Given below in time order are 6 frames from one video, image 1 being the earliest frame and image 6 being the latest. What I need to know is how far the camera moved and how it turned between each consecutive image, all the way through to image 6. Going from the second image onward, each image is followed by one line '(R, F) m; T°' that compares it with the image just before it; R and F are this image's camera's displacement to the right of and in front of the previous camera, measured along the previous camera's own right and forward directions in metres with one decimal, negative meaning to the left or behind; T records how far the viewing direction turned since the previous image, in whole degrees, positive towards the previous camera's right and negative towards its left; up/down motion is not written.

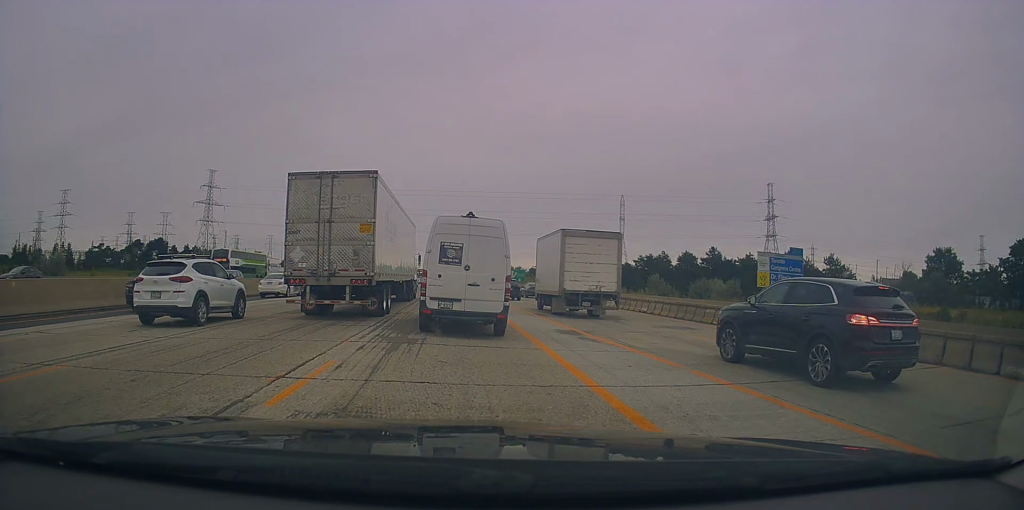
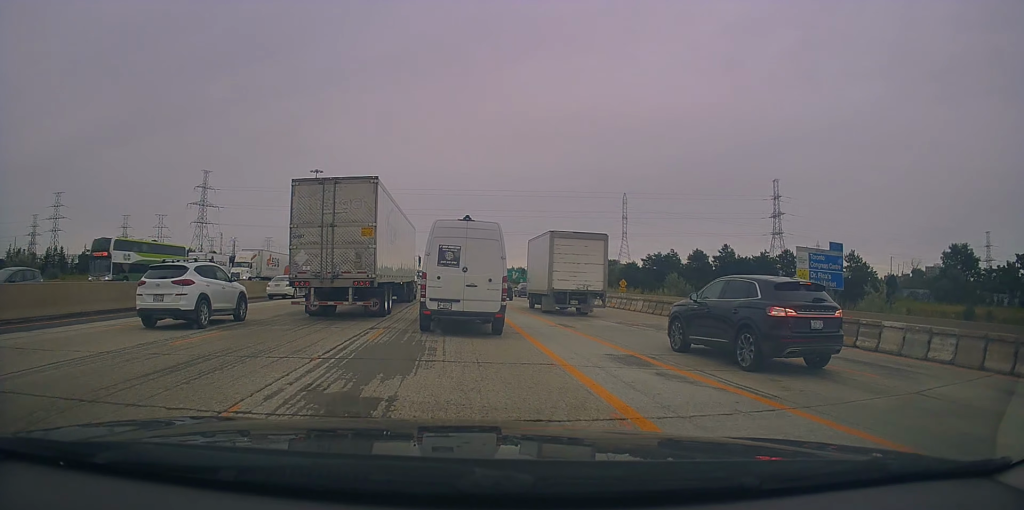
(-0.3, +5.7) m; -3°
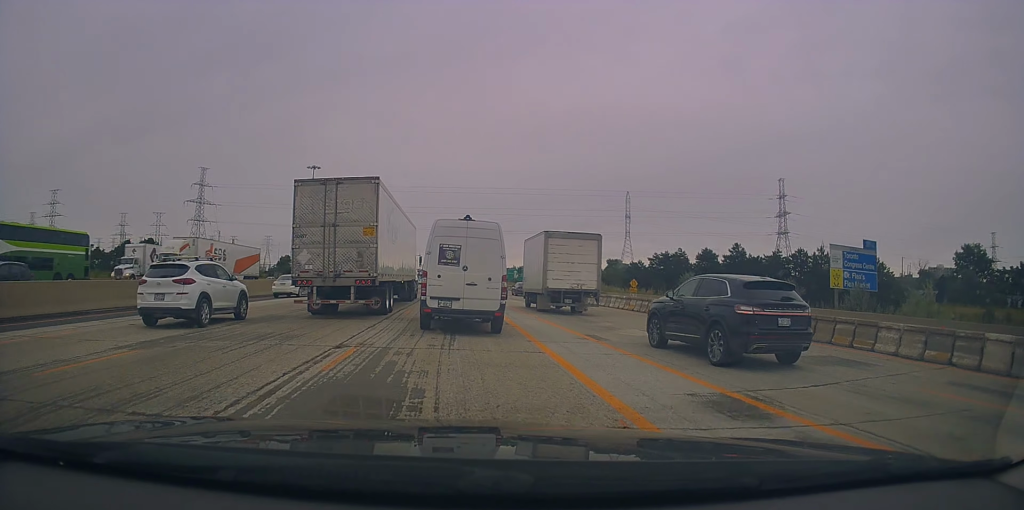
(0.0, +4.0) m; 0°
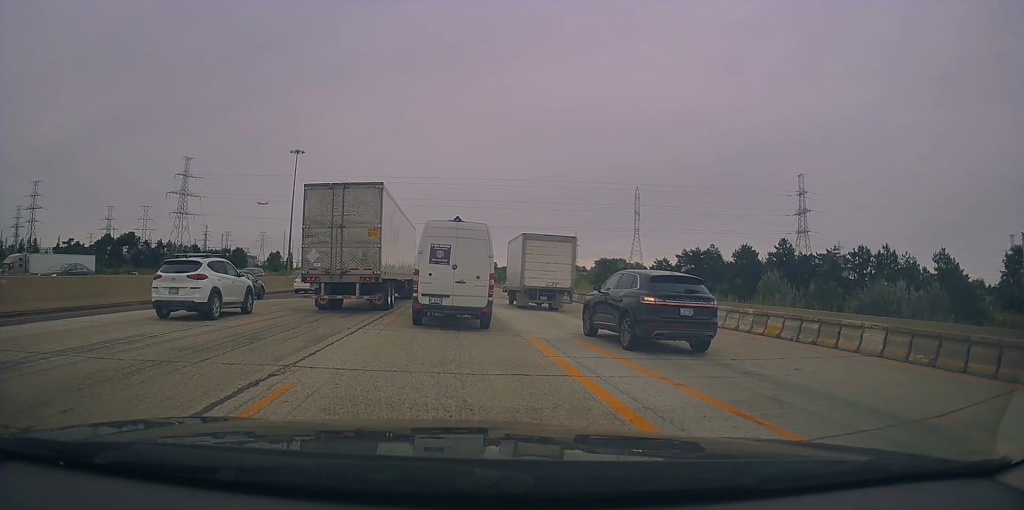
(+0.6, +16.5) m; +4°
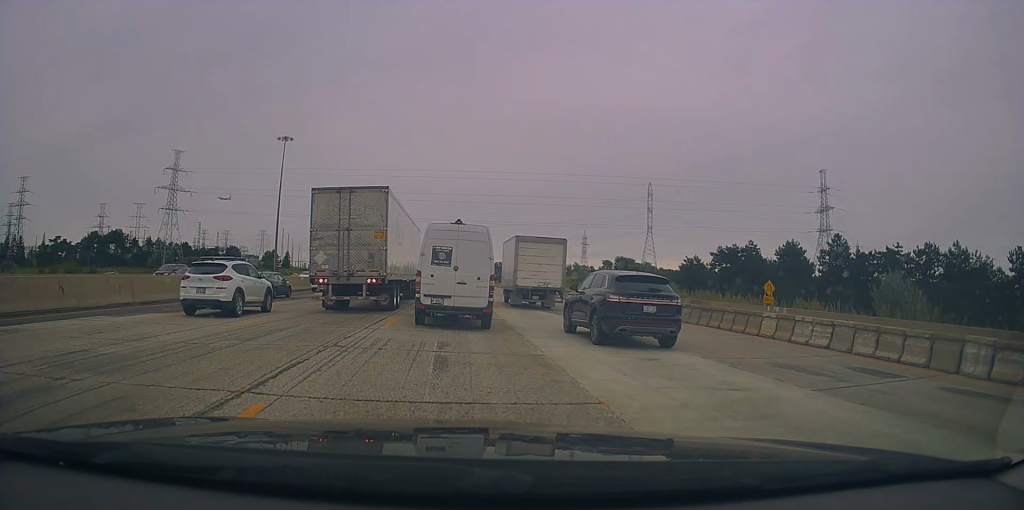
(-0.2, +13.2) m; -2°
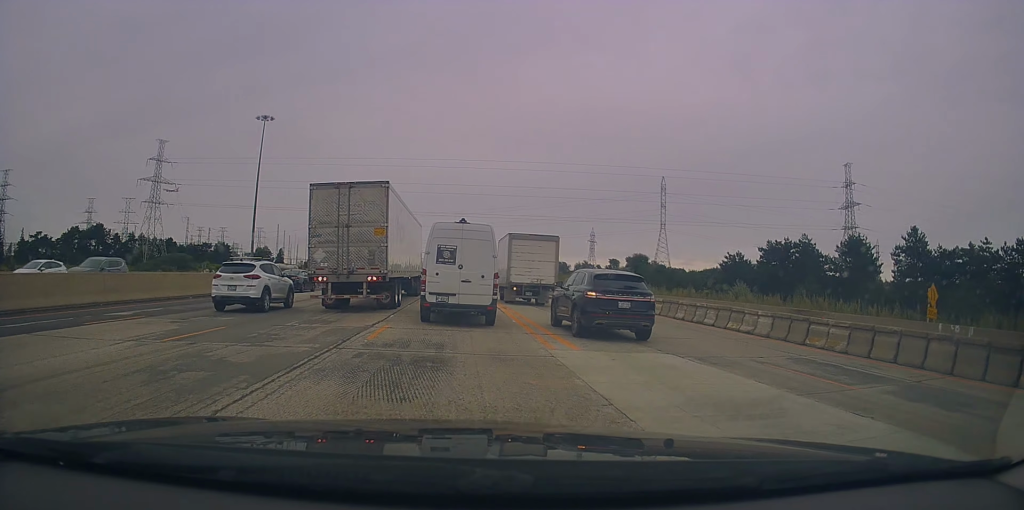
(0.0, +15.5) m; 0°
